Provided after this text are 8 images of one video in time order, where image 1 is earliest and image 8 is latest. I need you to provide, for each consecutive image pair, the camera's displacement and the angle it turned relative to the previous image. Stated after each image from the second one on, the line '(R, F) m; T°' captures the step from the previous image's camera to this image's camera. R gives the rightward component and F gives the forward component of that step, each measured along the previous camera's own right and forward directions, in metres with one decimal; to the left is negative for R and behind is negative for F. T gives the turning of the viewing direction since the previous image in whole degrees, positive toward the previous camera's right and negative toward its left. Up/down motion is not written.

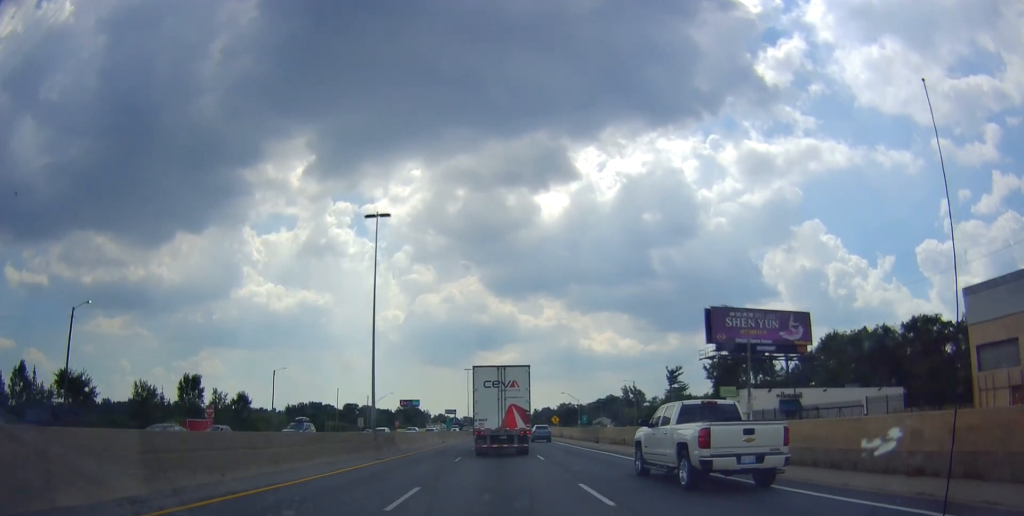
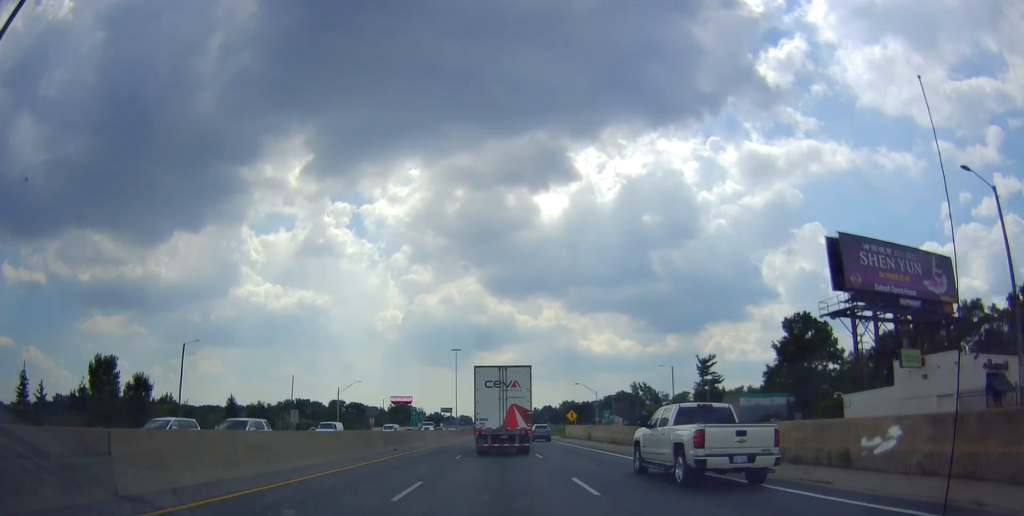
(0.0, +29.6) m; 0°
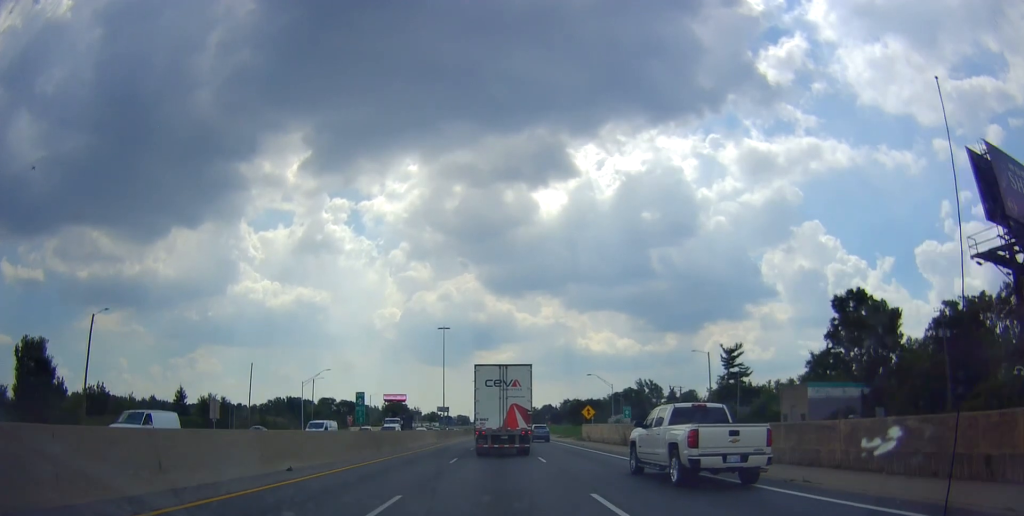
(0.0, +18.3) m; 0°
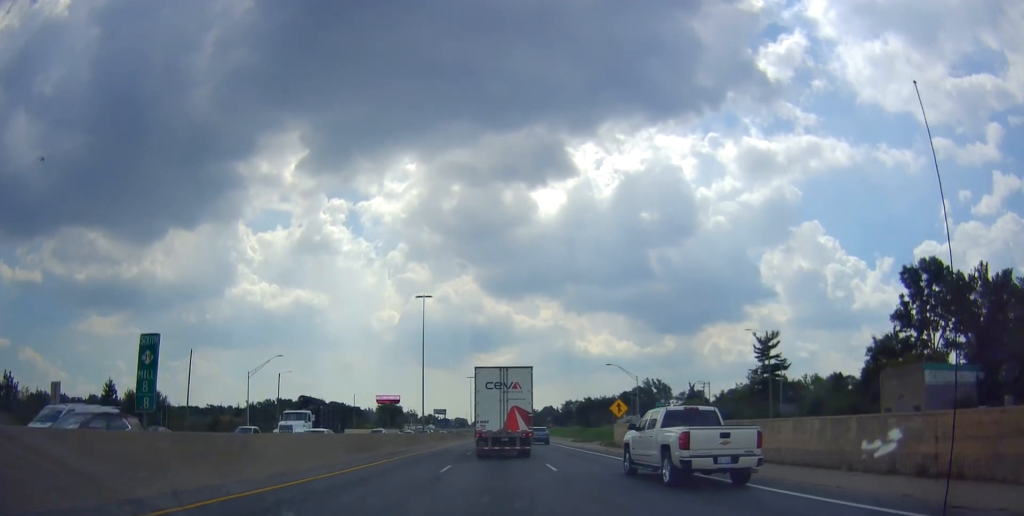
(0.0, +19.2) m; 0°
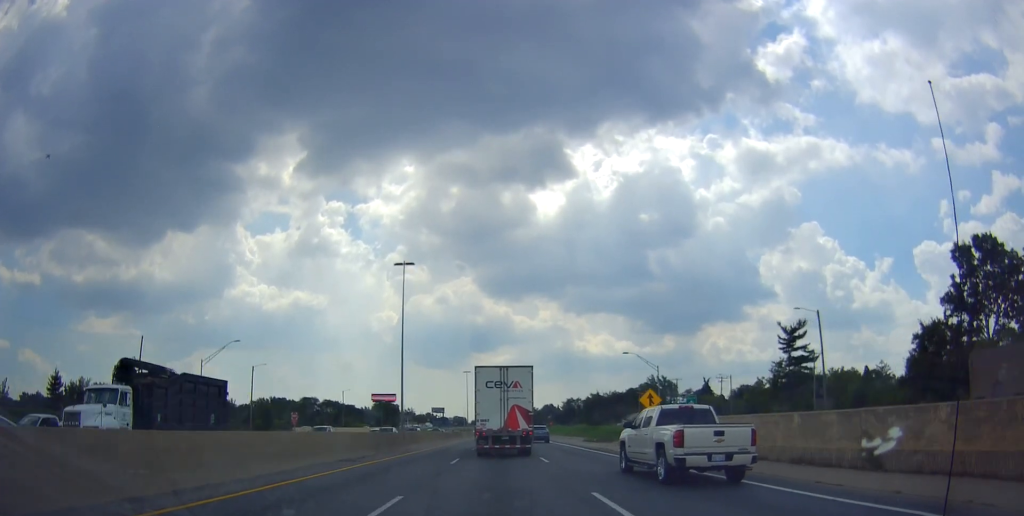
(0.0, +11.5) m; 0°
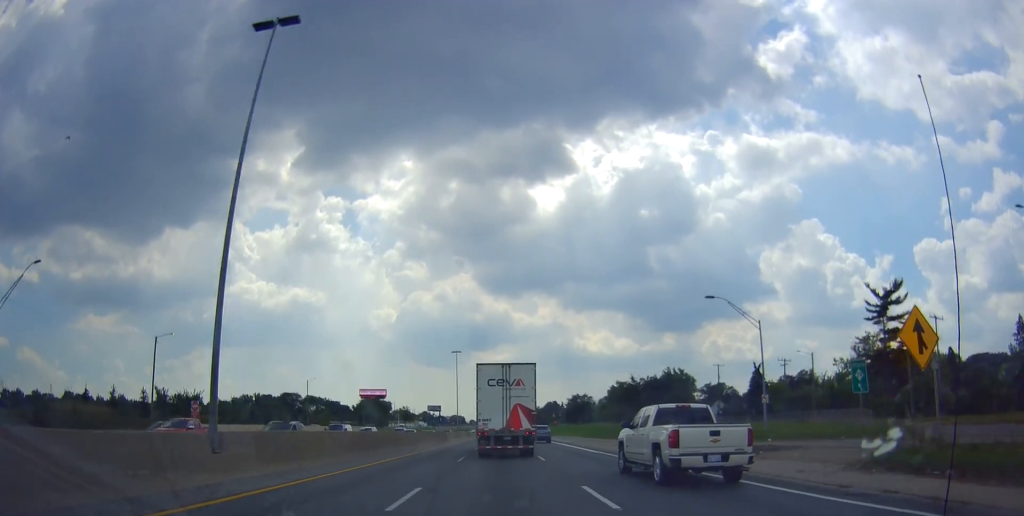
(0.0, +29.2) m; 0°
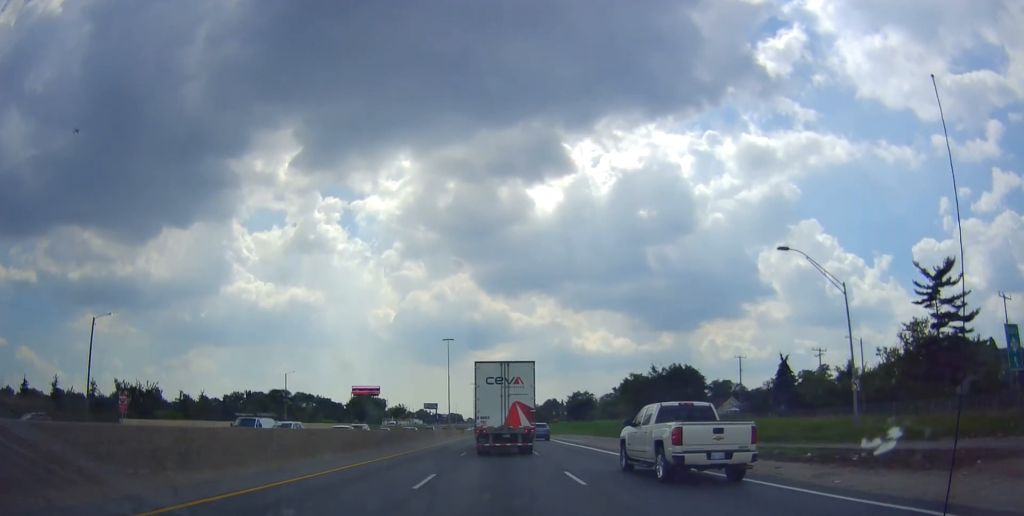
(0.0, +12.3) m; 0°
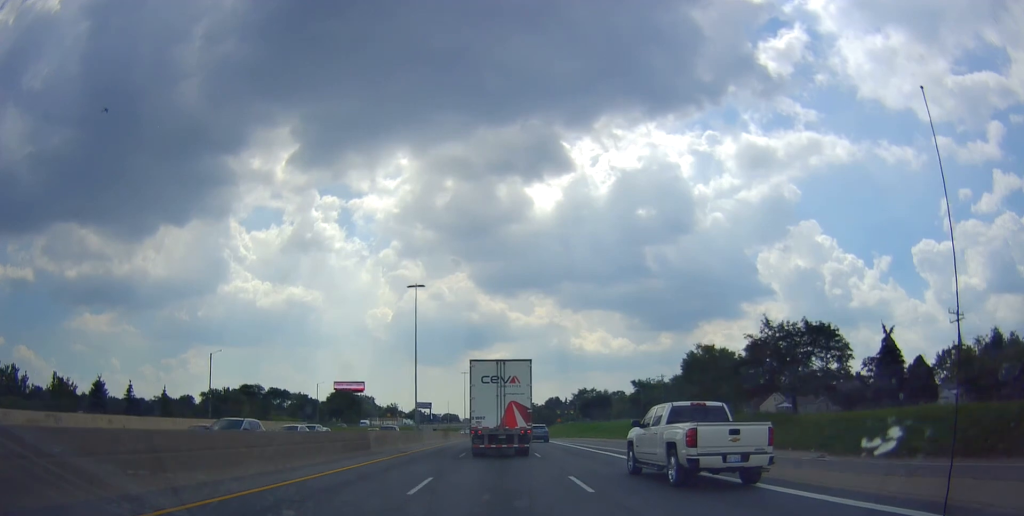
(0.0, +31.5) m; 0°
